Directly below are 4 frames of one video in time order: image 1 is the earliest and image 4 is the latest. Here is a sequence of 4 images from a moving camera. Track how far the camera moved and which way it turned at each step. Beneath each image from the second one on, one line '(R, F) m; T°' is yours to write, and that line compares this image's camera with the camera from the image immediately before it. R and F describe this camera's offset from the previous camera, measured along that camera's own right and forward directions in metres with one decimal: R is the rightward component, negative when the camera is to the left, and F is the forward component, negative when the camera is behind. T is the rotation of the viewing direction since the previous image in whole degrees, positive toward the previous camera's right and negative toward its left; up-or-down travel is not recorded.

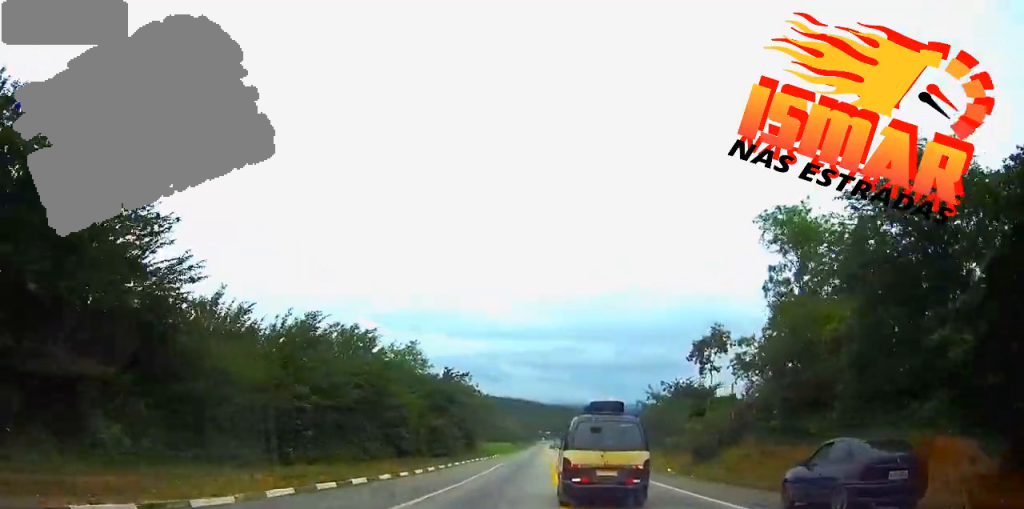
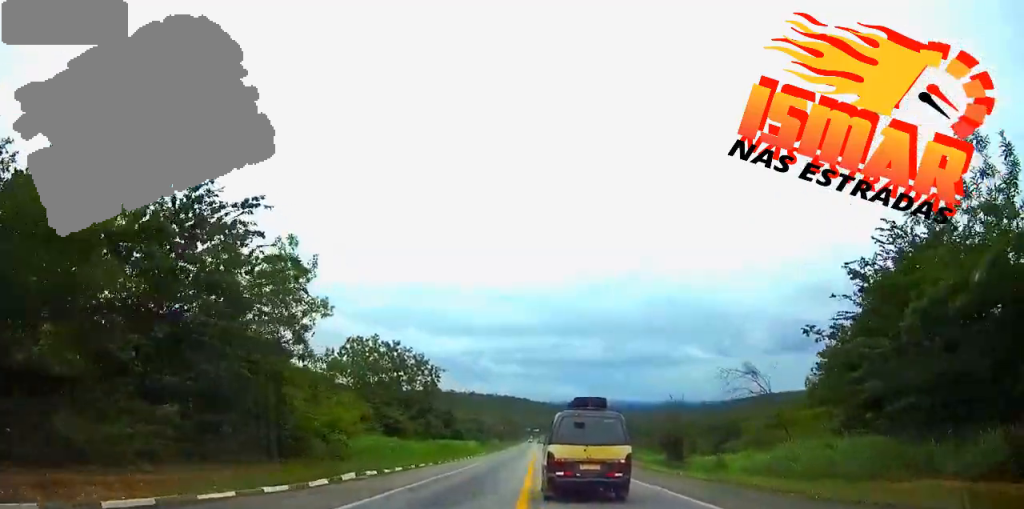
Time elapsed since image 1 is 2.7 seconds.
(+0.8, +68.3) m; +1°
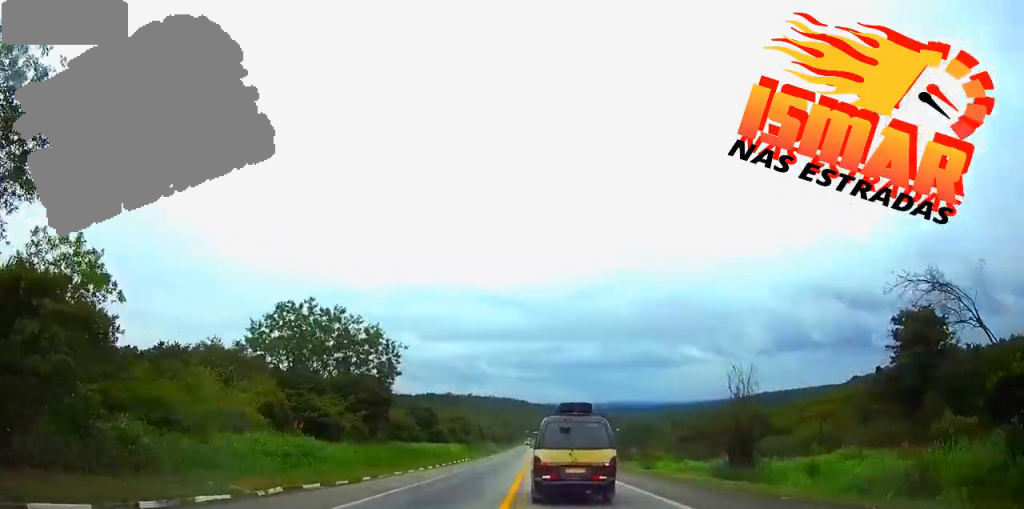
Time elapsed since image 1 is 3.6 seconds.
(0.0, +22.4) m; 0°
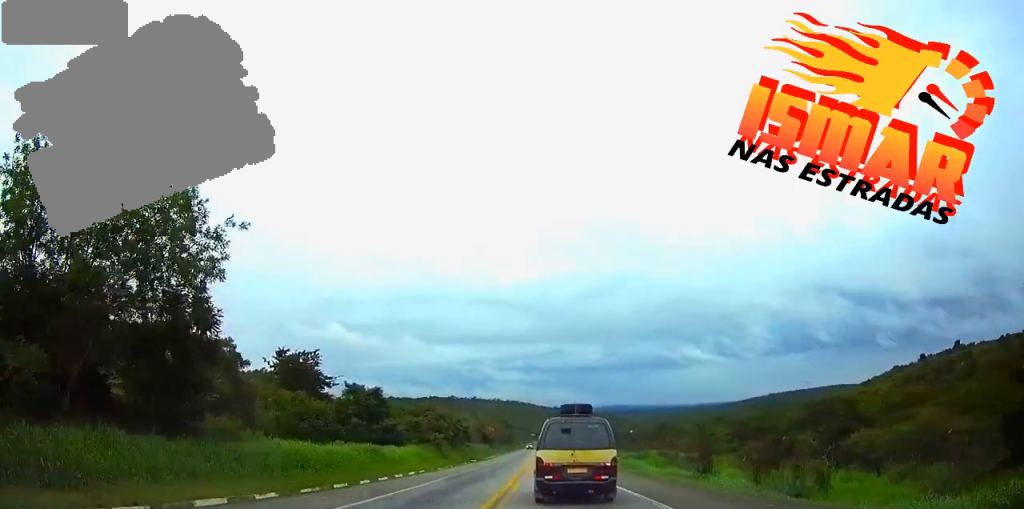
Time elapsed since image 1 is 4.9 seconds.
(-0.2, +36.1) m; 0°
